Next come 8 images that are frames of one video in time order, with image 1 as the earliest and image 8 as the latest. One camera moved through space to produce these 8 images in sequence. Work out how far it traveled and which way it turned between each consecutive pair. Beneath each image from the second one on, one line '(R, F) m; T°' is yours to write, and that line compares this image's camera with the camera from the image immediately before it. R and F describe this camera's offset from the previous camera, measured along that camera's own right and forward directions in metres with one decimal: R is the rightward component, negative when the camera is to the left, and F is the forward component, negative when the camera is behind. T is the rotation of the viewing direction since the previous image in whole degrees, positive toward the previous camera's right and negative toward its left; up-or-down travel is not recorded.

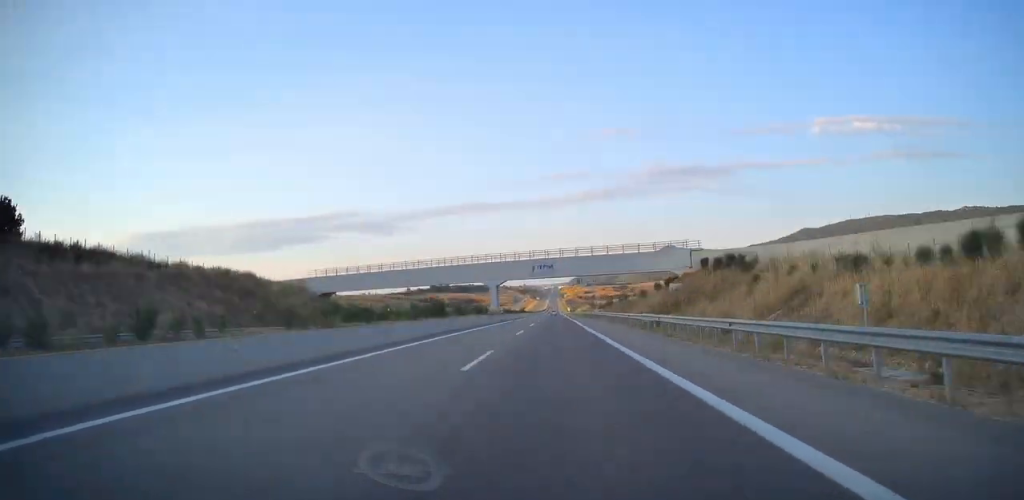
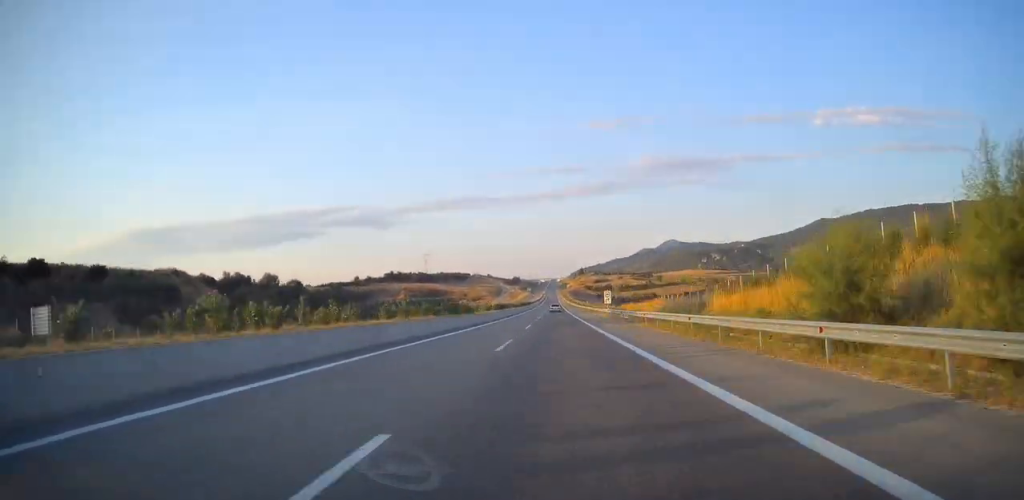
(+5.9, +231.7) m; +1°
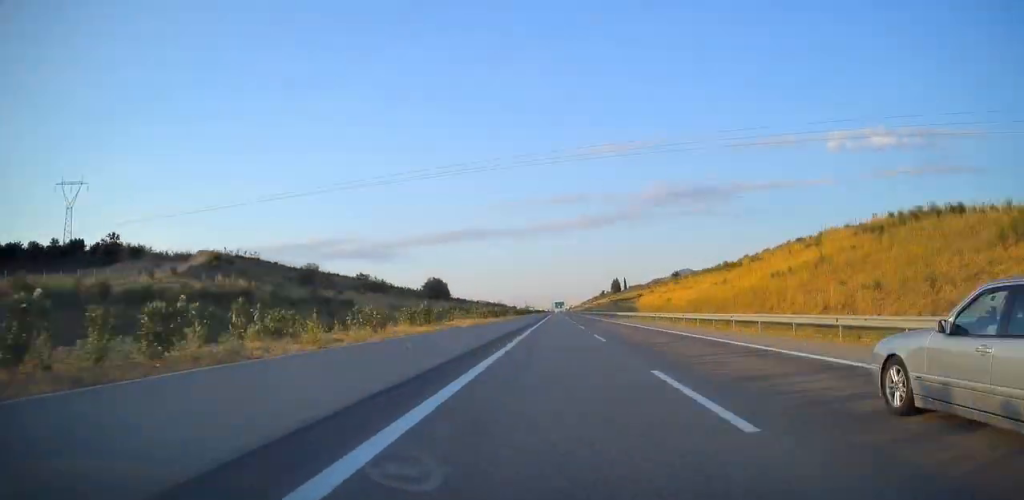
(+4.5, +602.5) m; +1°
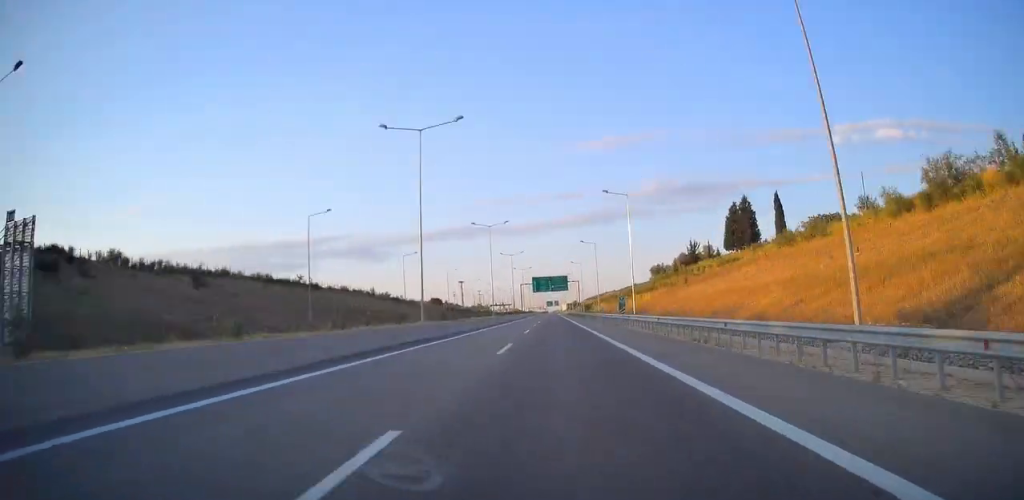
(+0.2, +424.1) m; 0°
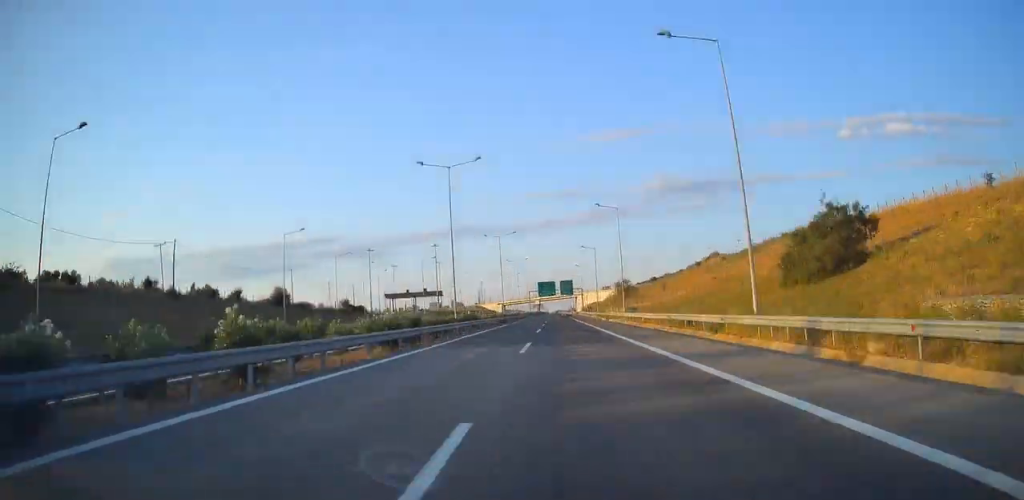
(-0.4, +349.4) m; 0°
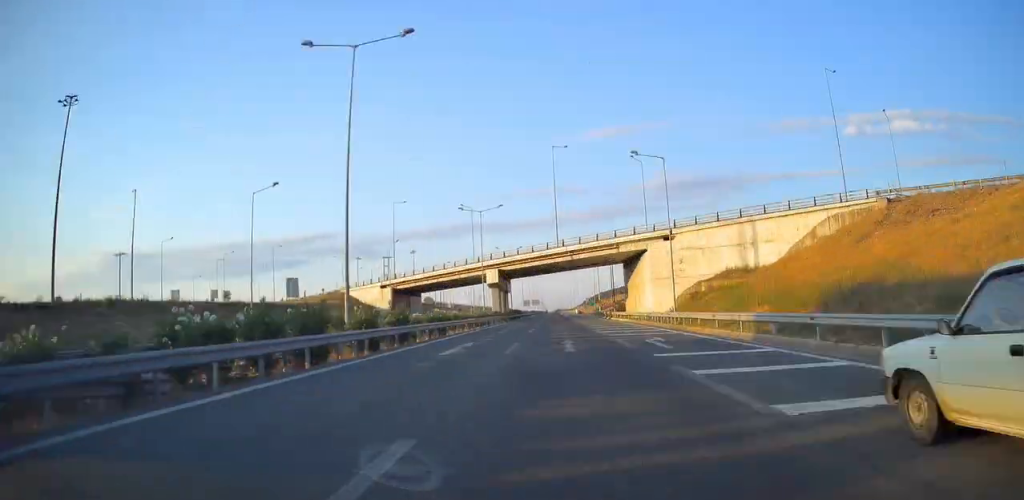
(-0.2, +200.7) m; 0°
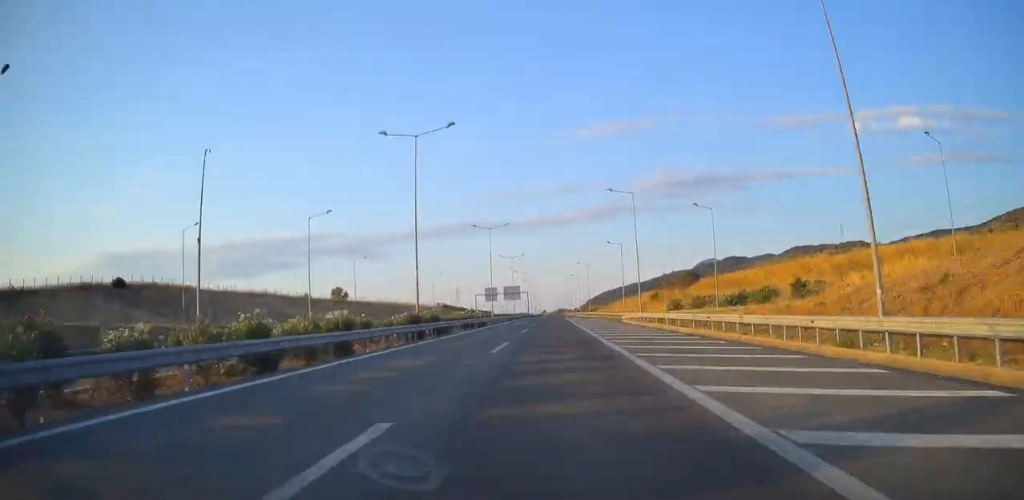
(-0.1, +255.1) m; 0°
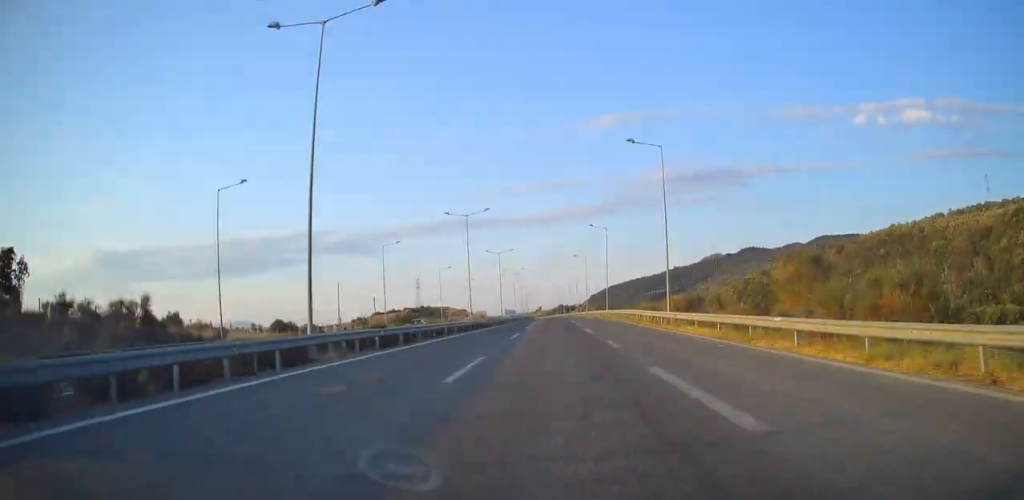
(+0.8, +243.5) m; -1°
